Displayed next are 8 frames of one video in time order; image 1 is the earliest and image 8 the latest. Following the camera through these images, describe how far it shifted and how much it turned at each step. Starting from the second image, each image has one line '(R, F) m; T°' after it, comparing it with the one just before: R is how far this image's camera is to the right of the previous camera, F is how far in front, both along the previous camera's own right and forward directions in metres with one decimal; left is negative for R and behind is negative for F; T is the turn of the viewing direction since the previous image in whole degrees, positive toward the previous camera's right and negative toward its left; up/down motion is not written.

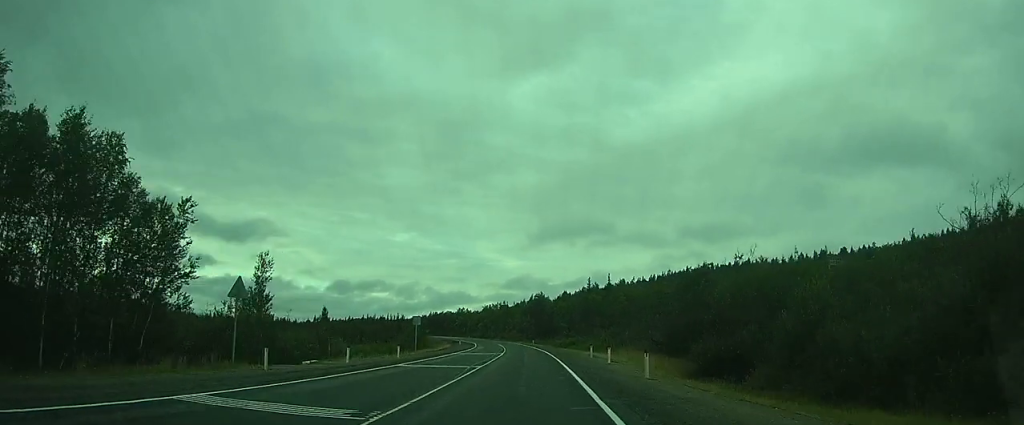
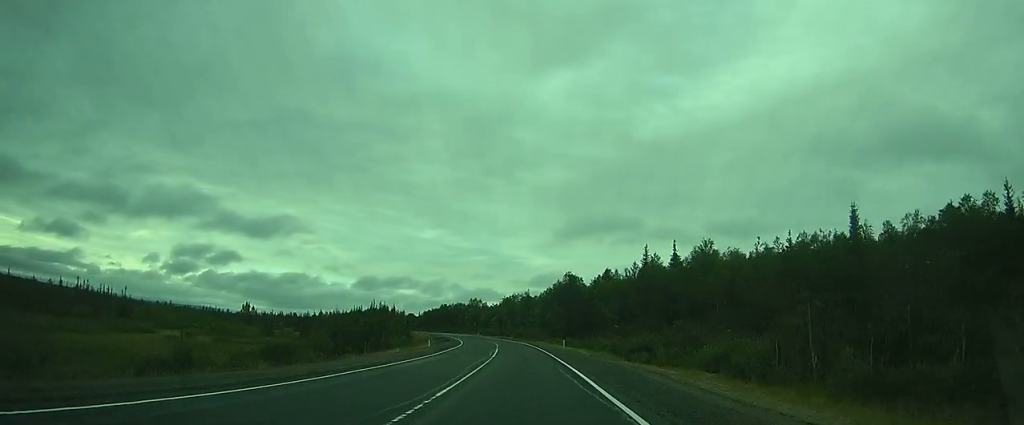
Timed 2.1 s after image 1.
(-0.1, +49.1) m; 0°
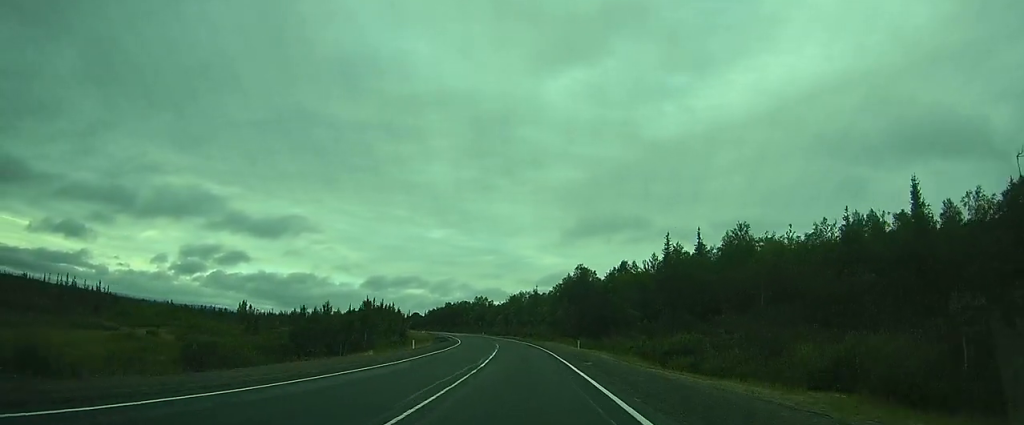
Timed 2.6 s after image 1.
(0.0, +10.9) m; 0°
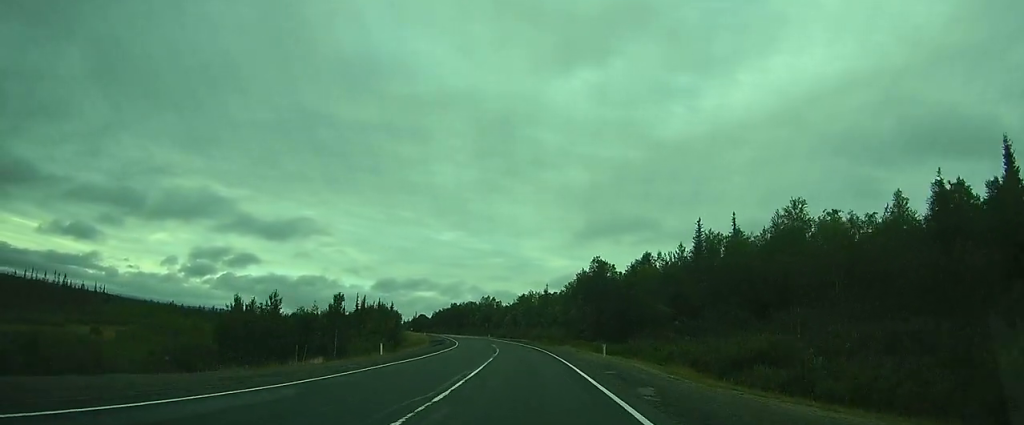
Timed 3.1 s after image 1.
(+0.1, +12.5) m; -1°
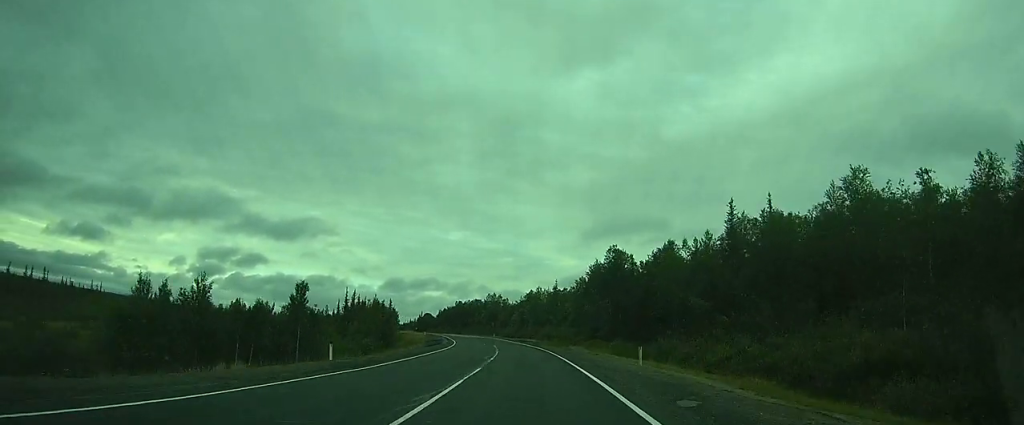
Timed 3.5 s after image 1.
(-0.1, +10.1) m; -1°
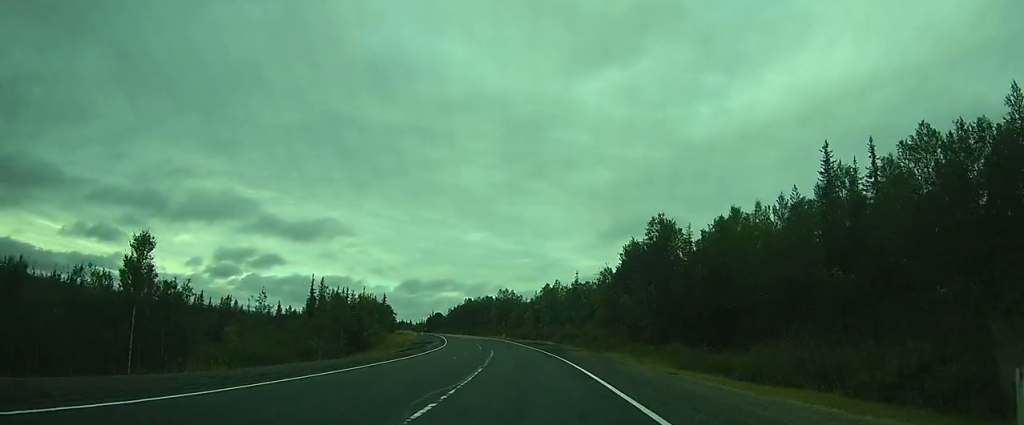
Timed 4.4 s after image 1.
(-0.4, +20.2) m; -2°
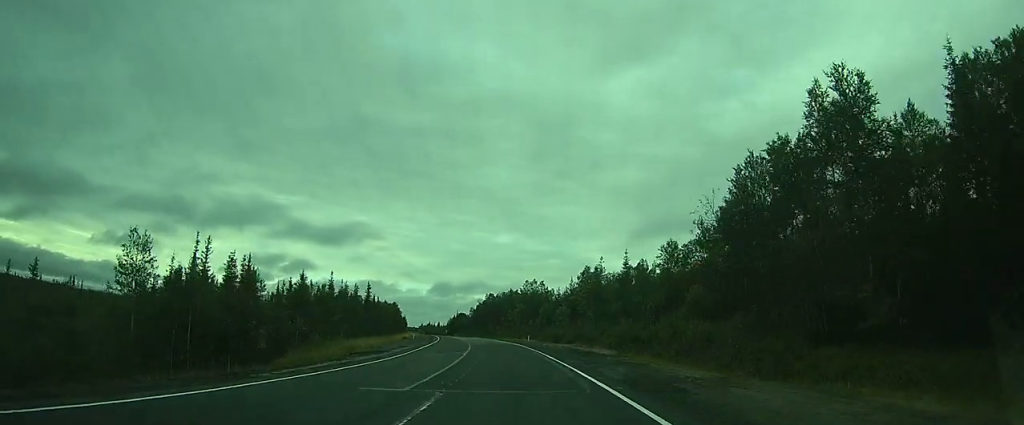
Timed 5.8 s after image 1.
(-1.0, +31.6) m; -3°
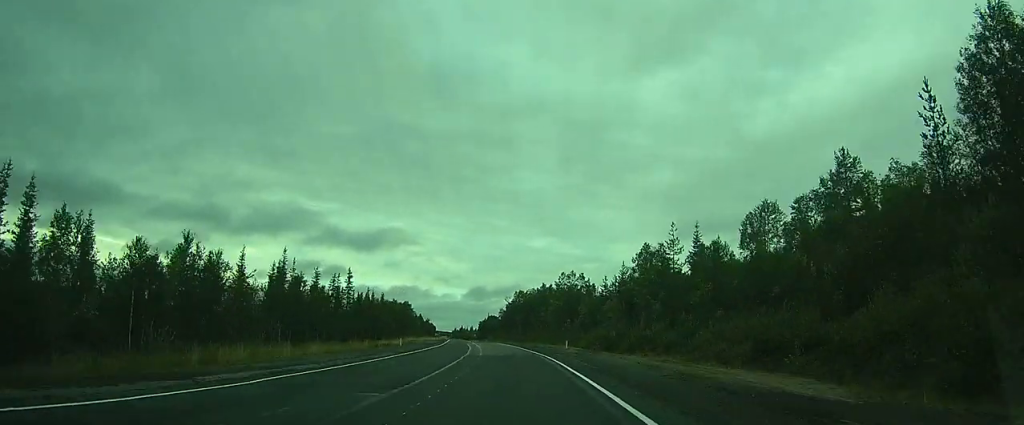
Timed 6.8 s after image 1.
(-0.5, +24.4) m; -2°
